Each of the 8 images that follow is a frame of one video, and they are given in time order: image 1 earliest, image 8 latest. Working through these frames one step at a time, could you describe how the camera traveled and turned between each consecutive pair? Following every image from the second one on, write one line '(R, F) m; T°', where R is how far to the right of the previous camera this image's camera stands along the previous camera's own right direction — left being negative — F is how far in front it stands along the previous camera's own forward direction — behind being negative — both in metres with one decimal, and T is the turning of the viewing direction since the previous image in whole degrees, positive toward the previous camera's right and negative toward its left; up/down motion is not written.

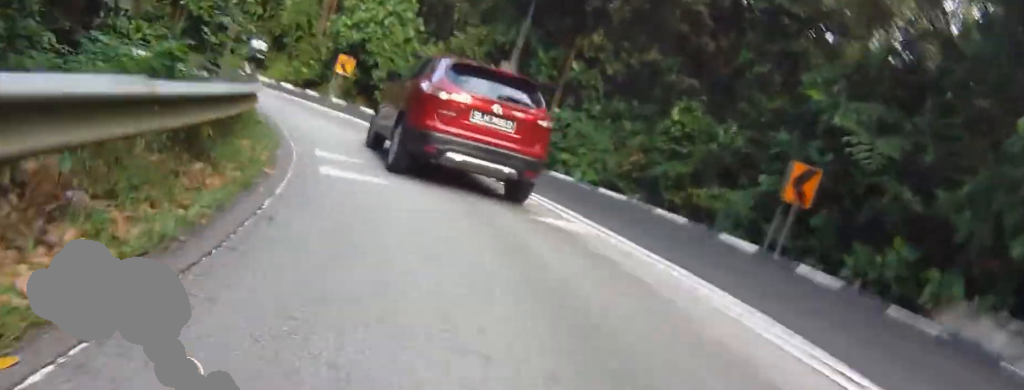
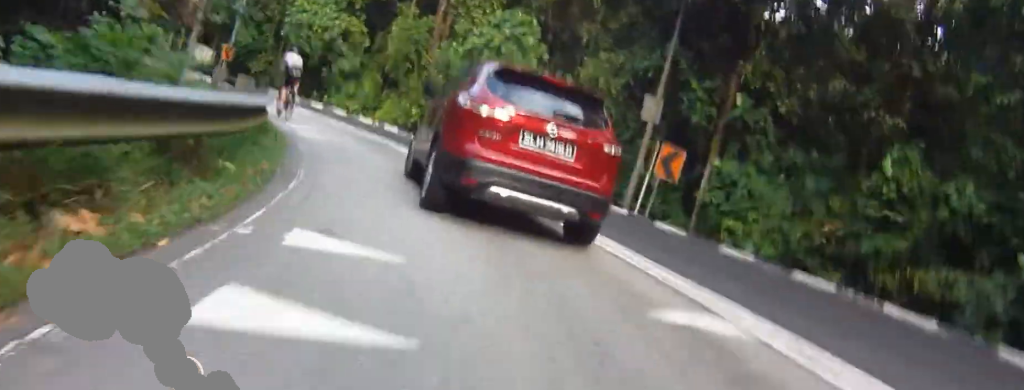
(+0.8, +5.0) m; -2°
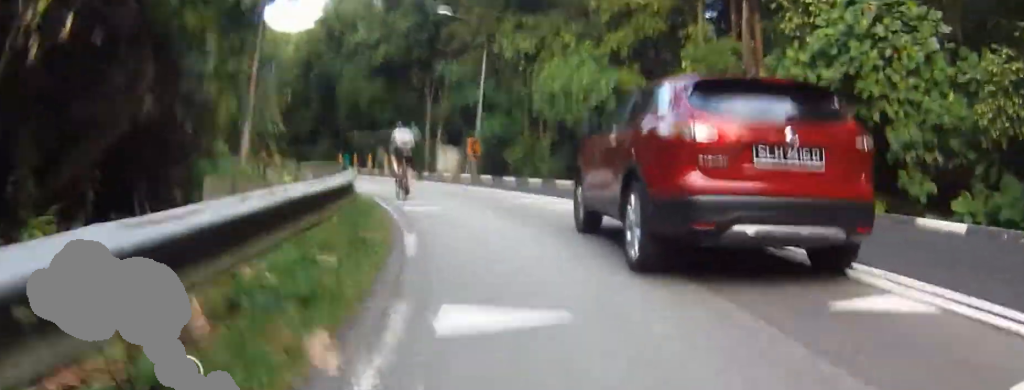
(-3.9, +11.3) m; -22°
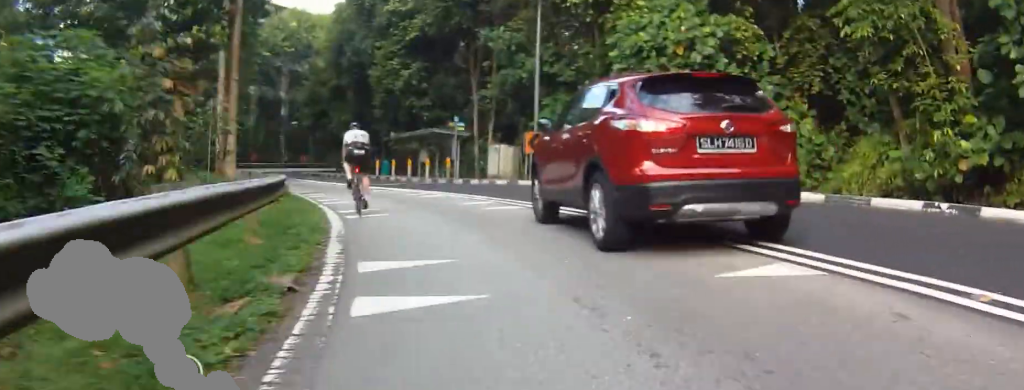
(+0.3, +7.9) m; +6°
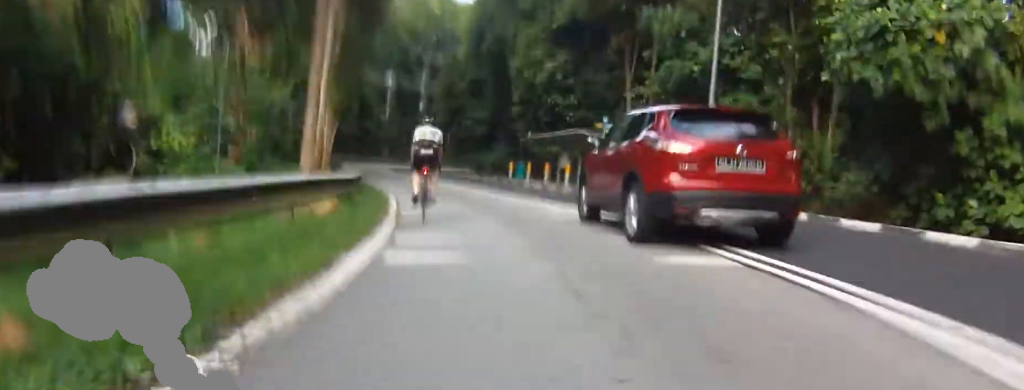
(+0.3, +5.6) m; -1°
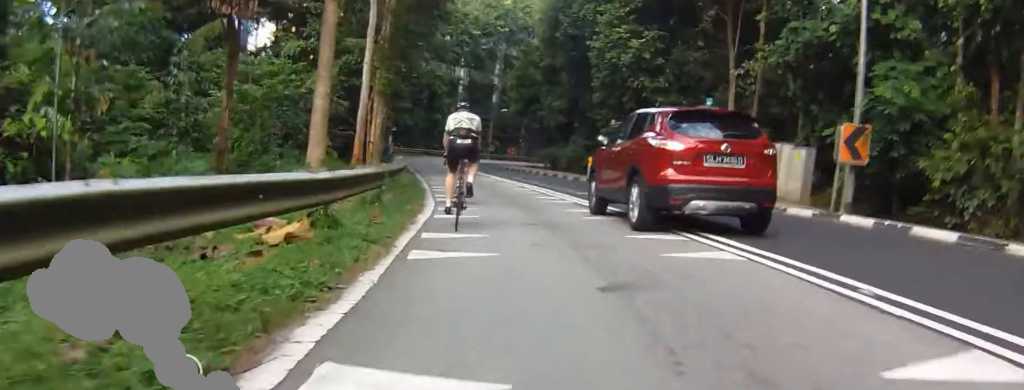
(+0.1, +4.6) m; -8°
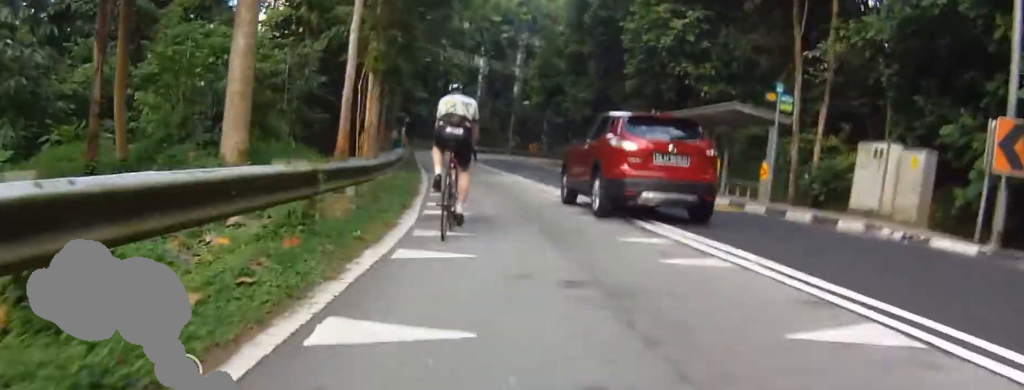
(-0.4, +4.2) m; -16°
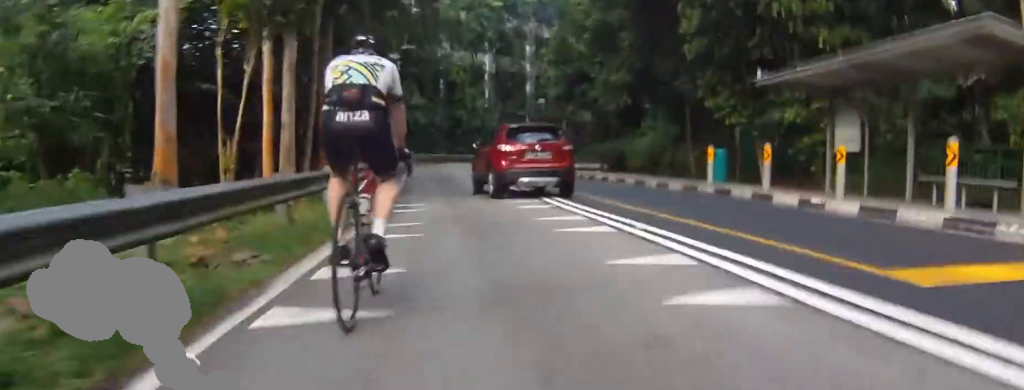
(-2.9, +8.4) m; -28°
